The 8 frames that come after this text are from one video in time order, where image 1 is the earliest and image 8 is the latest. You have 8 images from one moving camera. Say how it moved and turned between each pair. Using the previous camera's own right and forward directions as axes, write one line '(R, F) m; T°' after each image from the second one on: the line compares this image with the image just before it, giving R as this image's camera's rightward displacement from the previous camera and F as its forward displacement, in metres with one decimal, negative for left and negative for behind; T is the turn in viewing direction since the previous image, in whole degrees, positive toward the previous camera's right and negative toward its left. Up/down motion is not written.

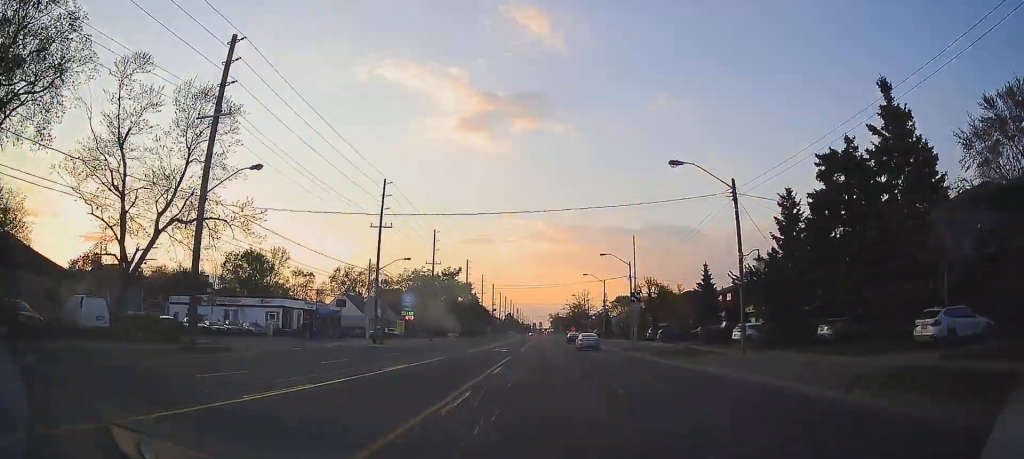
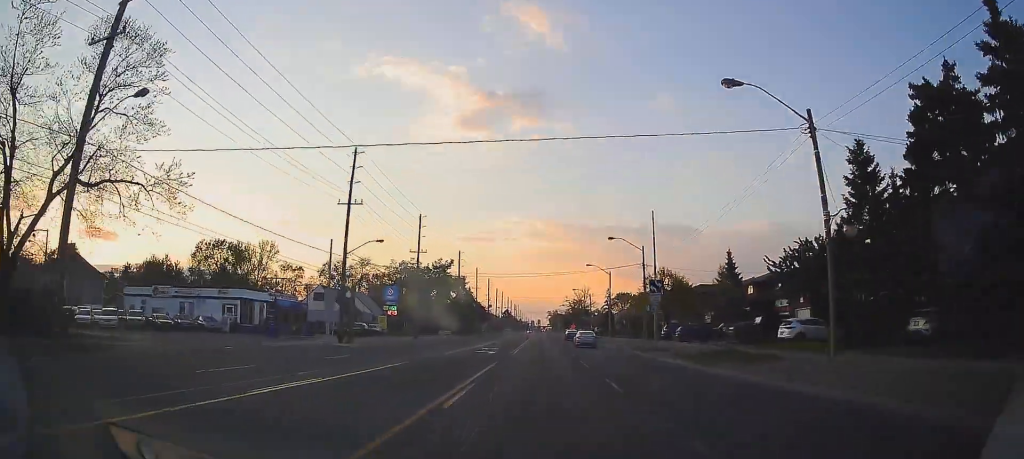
(0.0, +9.4) m; 0°
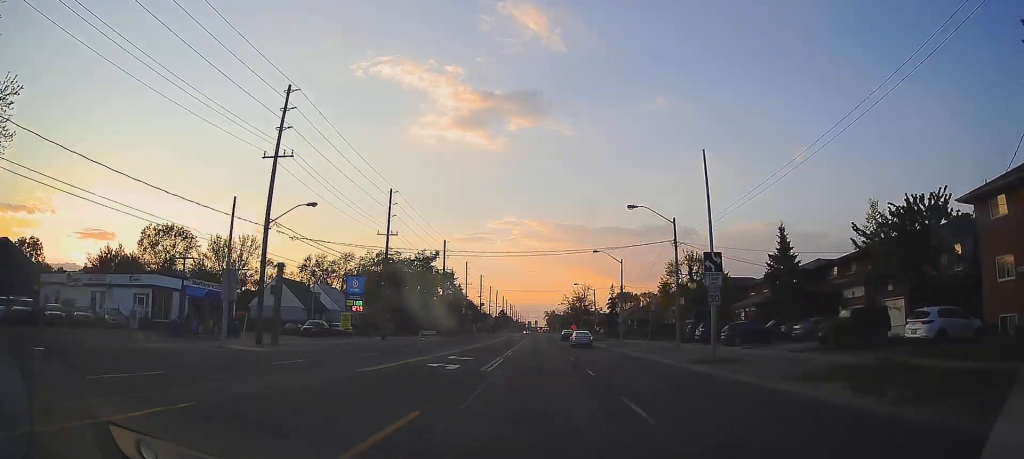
(-0.1, +13.8) m; 0°
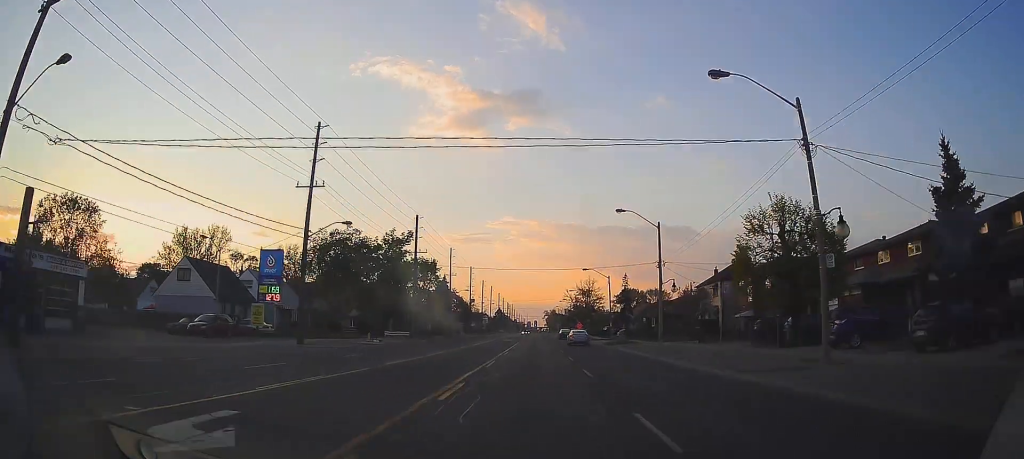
(0.0, +20.6) m; +1°
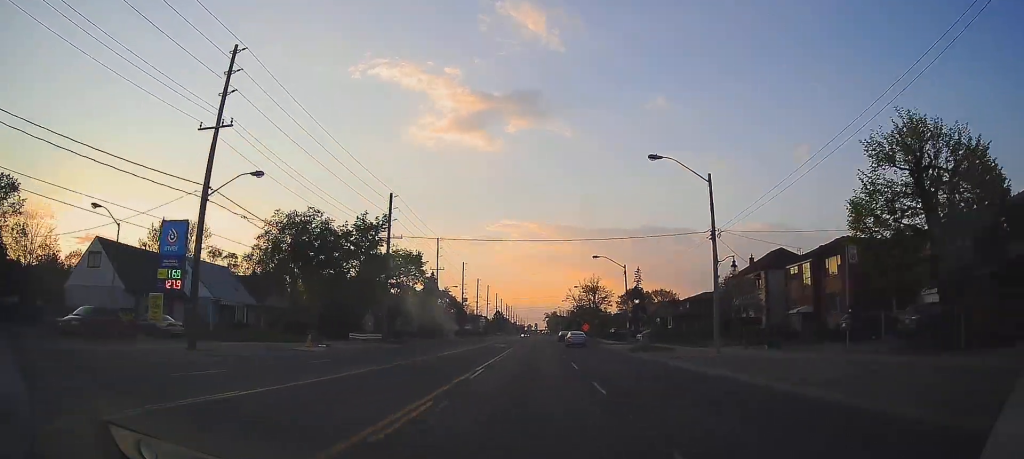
(+0.1, +13.0) m; 0°
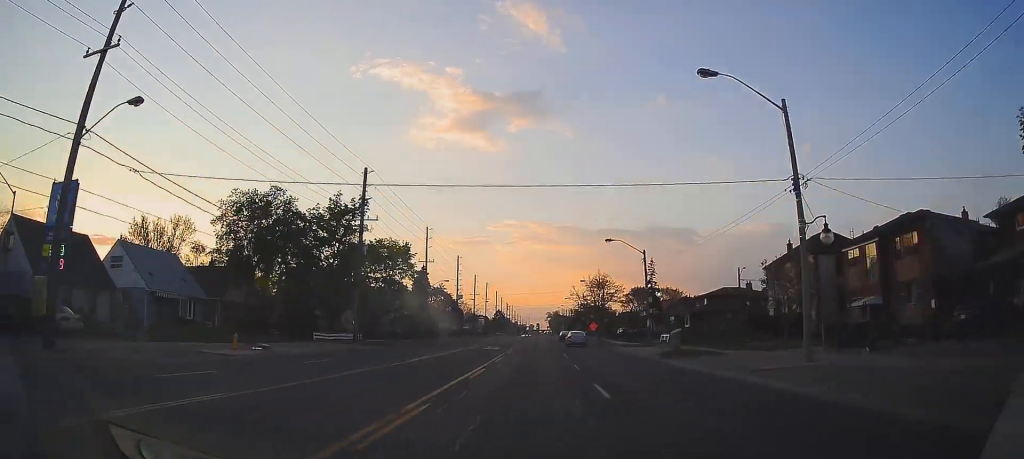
(+0.2, +10.0) m; 0°
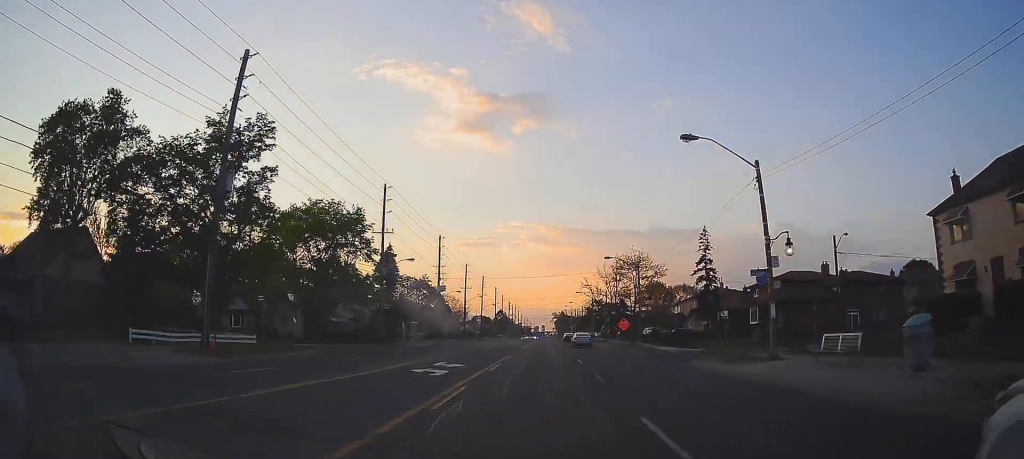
(-0.6, +24.1) m; -2°
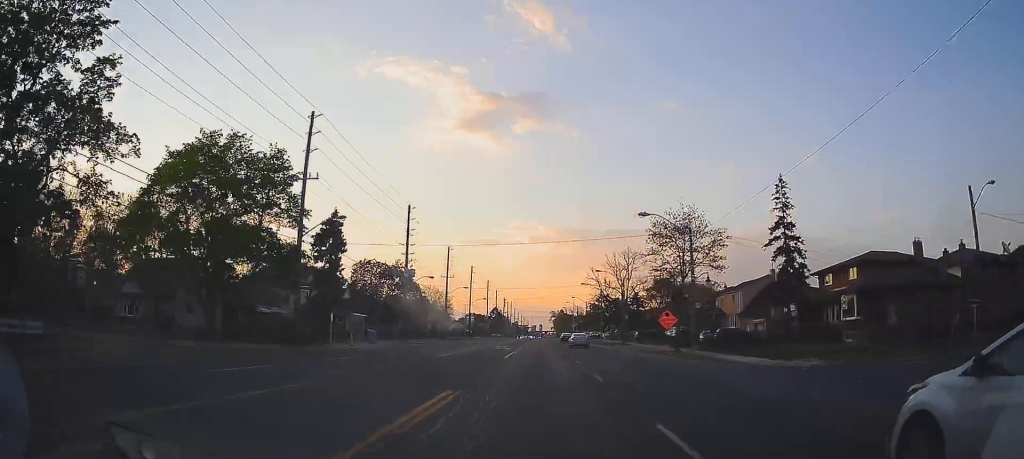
(-0.1, +19.4) m; 0°
